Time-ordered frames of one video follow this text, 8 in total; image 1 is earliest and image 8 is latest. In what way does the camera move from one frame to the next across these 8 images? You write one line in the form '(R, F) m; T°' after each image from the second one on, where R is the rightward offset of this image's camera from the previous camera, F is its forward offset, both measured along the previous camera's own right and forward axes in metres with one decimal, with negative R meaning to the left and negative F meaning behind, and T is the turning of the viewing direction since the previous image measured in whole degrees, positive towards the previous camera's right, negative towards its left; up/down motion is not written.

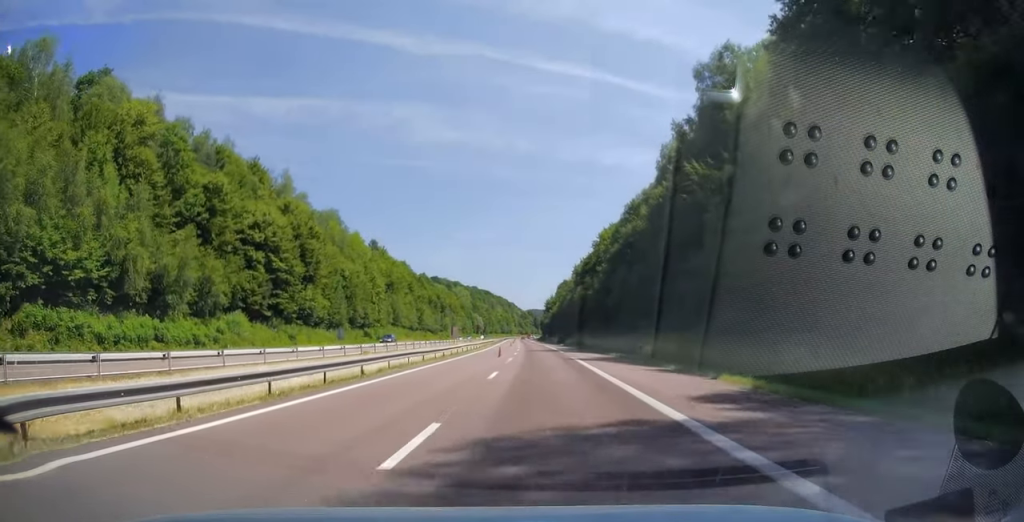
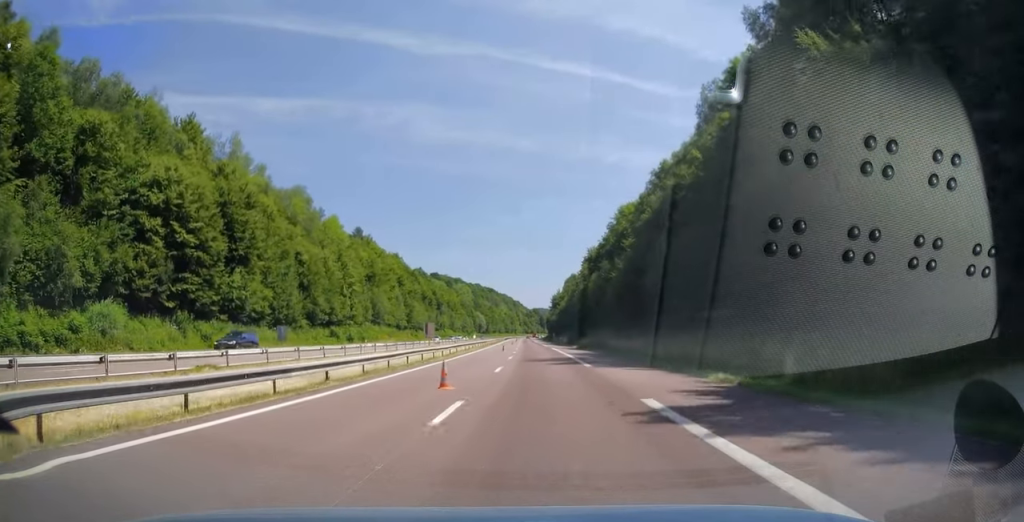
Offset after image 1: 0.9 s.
(+0.1, +23.6) m; 0°
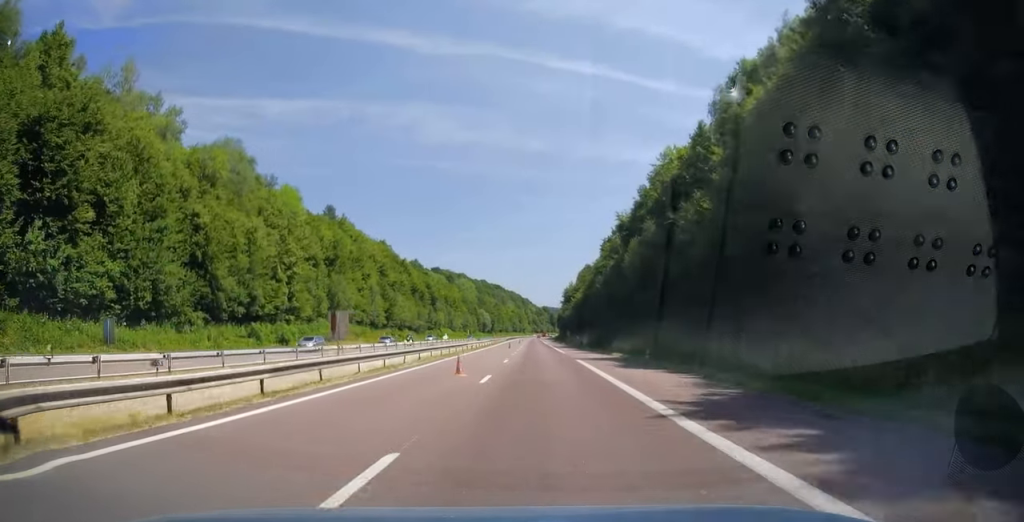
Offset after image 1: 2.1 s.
(-0.3, +32.4) m; -2°
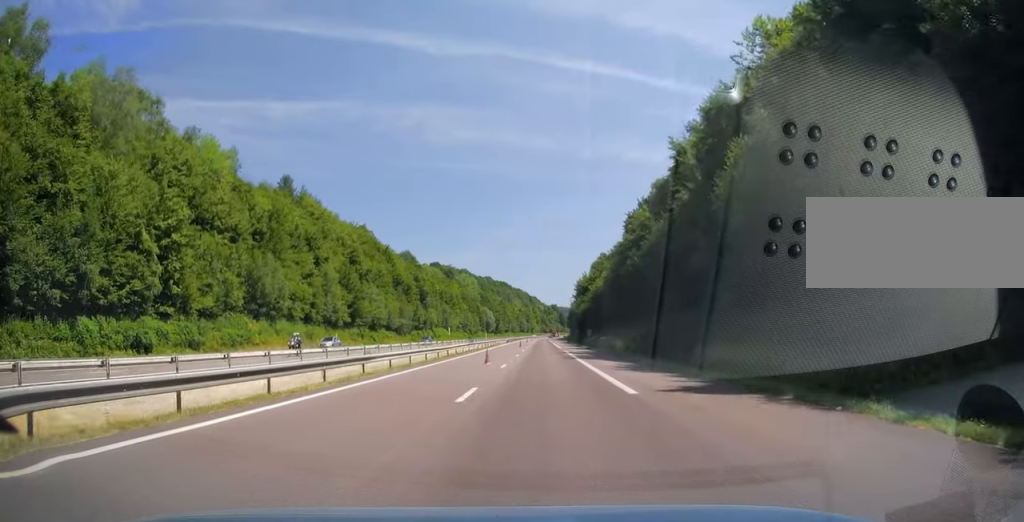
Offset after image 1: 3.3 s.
(-0.4, +31.6) m; 0°
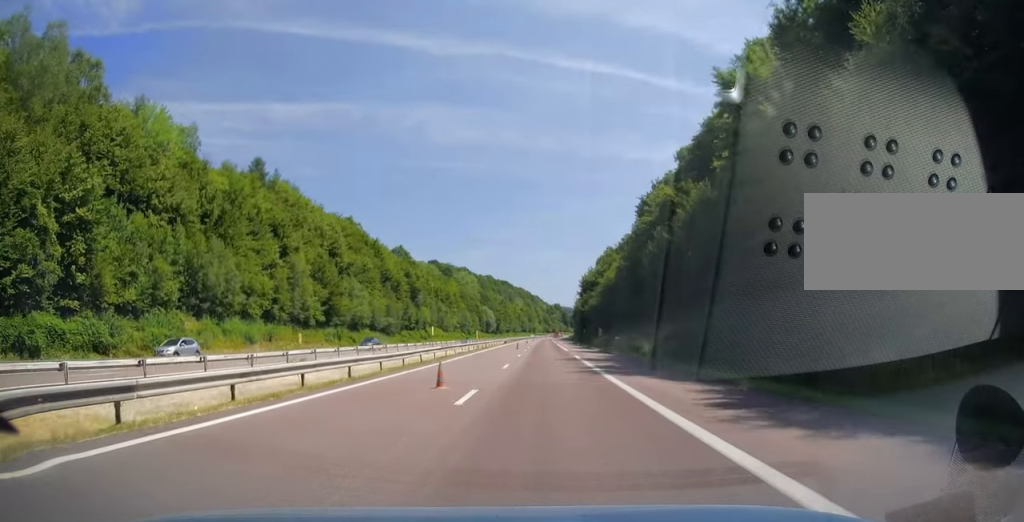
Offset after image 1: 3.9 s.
(+0.2, +14.0) m; 0°
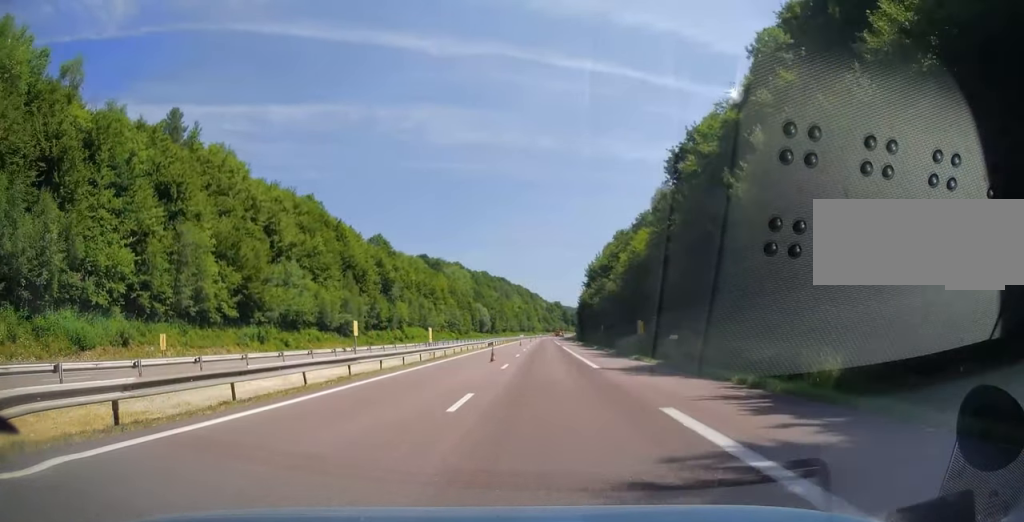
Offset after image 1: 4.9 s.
(-0.2, +28.0) m; 0°
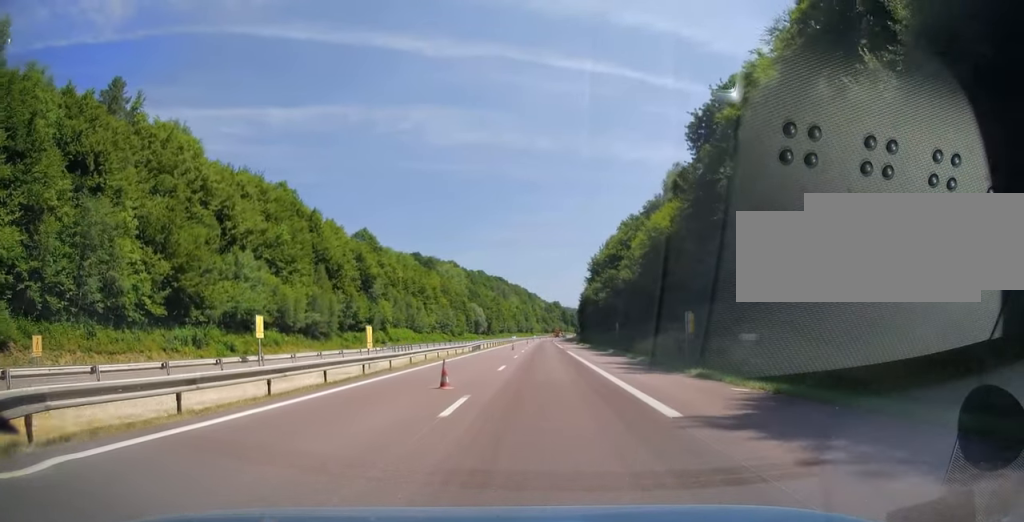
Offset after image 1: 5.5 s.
(0.0, +14.0) m; 0°
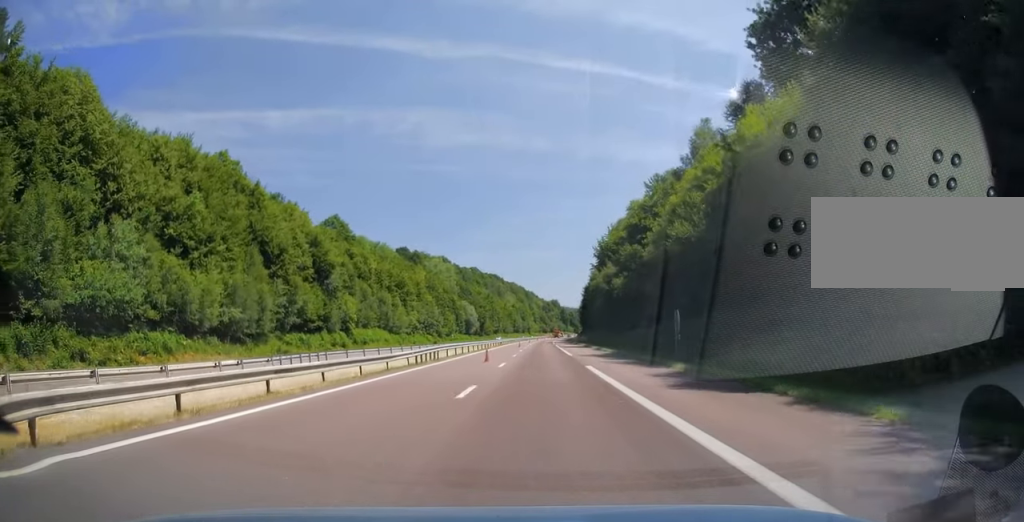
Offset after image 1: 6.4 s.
(+0.3, +23.6) m; +1°
